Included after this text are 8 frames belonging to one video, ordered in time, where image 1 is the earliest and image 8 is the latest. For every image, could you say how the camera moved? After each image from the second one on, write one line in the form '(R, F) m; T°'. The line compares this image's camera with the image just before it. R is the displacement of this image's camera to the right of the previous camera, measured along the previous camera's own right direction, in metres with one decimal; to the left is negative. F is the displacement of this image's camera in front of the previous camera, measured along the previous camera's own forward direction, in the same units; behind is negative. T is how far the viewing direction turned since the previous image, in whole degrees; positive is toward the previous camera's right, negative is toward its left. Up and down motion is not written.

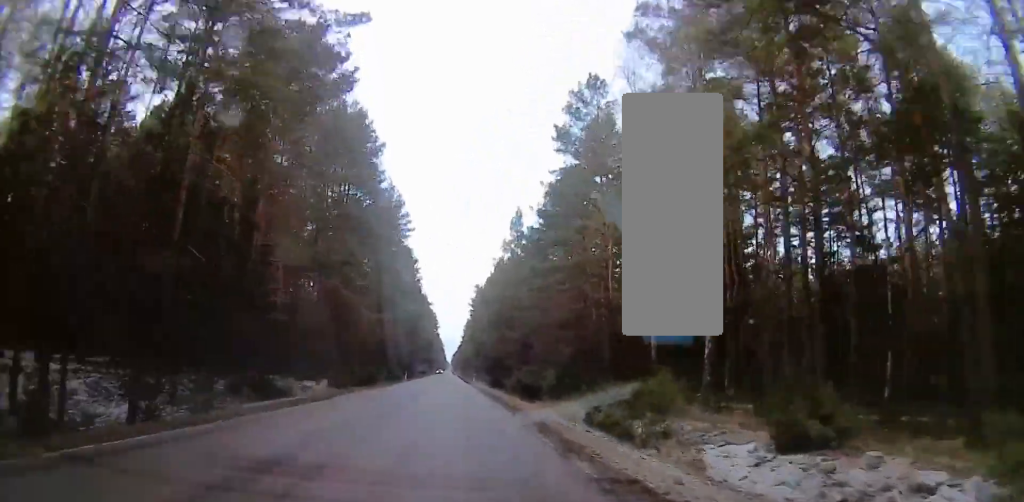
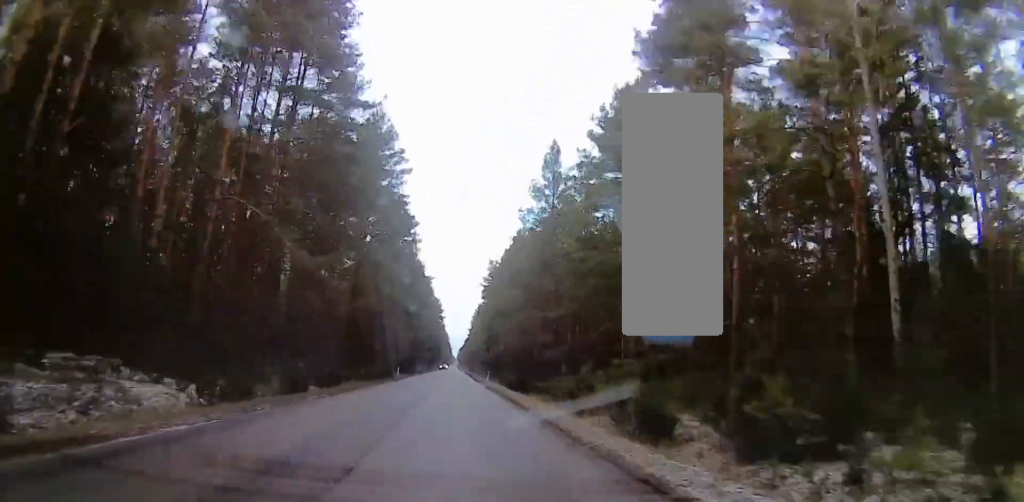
(0.0, +21.0) m; 0°
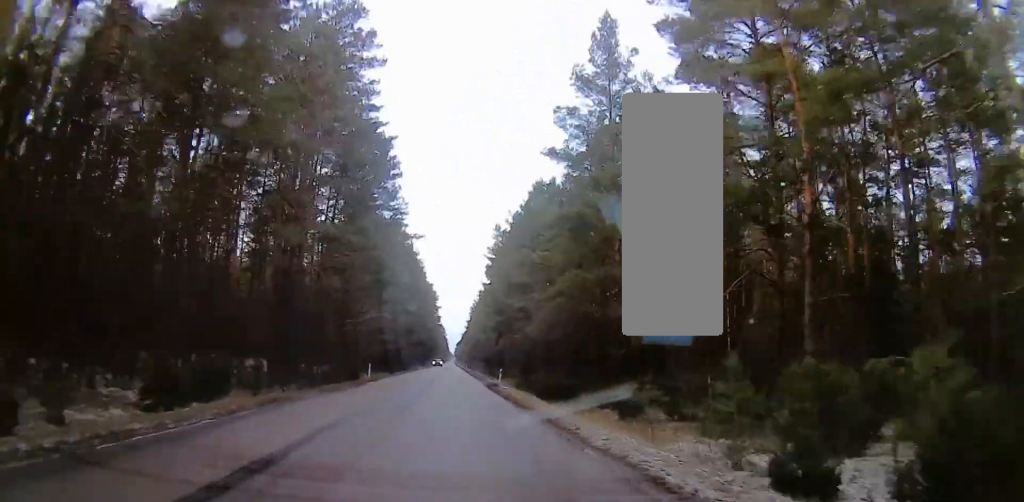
(0.0, +21.4) m; 0°
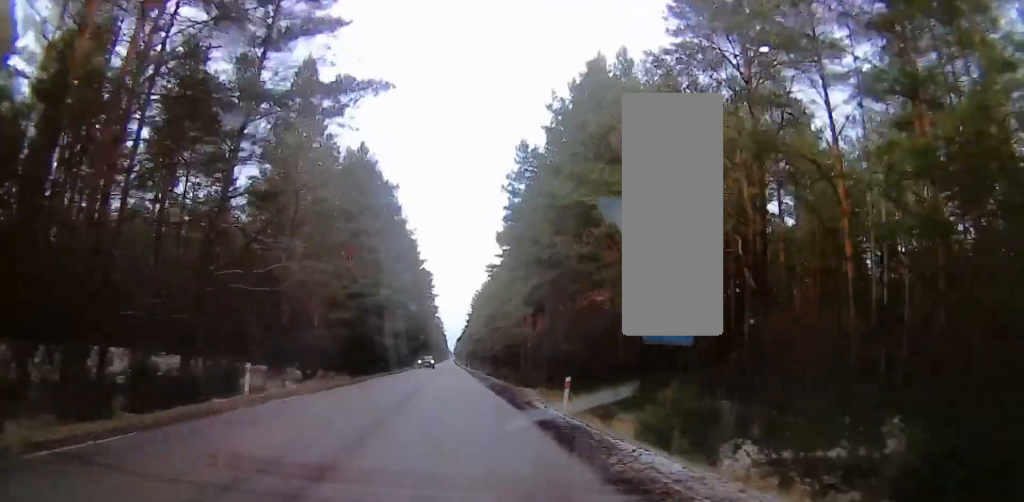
(0.0, +28.5) m; 0°
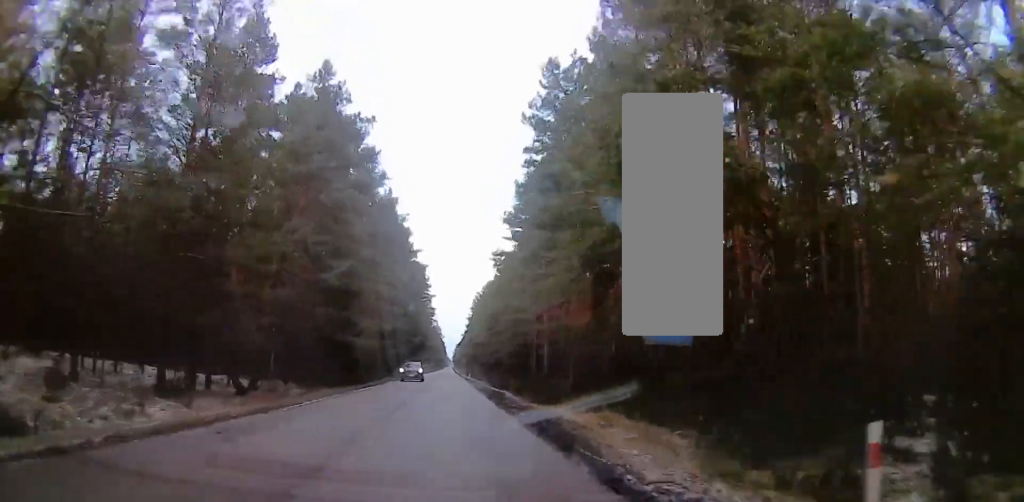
(0.0, +14.3) m; 0°
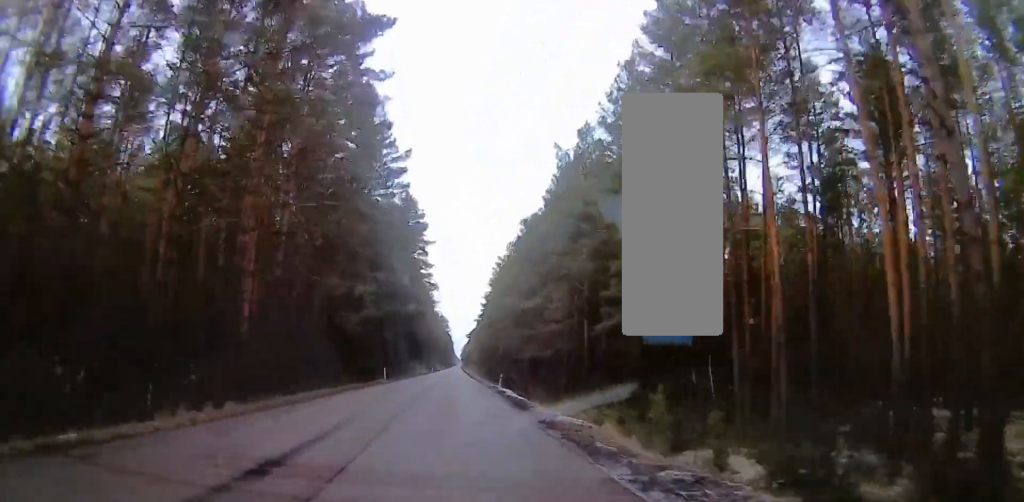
(0.0, +55.6) m; 0°
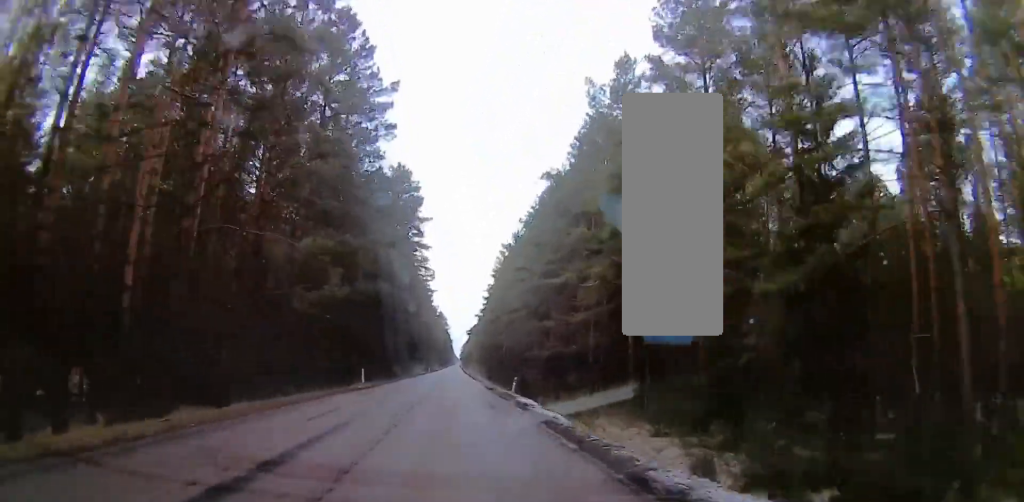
(0.0, +12.4) m; 0°
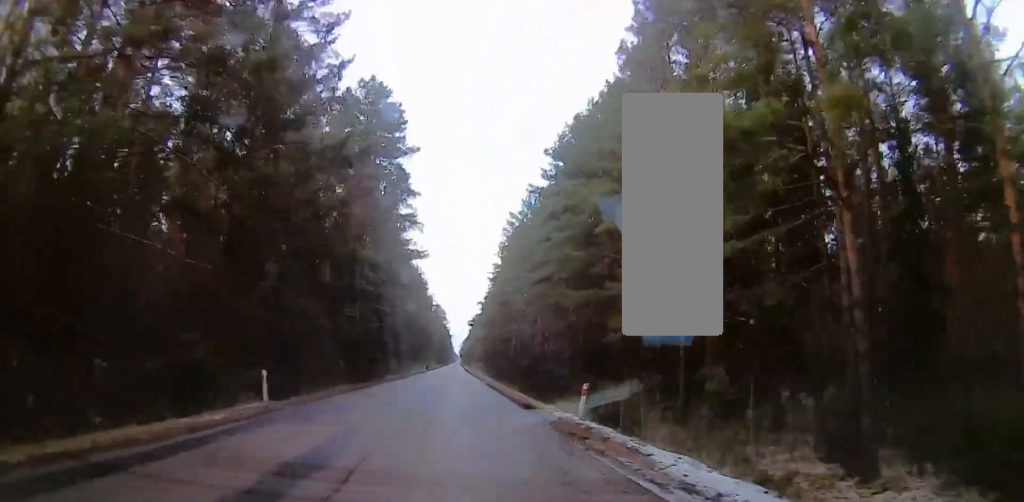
(0.0, +20.6) m; 0°
